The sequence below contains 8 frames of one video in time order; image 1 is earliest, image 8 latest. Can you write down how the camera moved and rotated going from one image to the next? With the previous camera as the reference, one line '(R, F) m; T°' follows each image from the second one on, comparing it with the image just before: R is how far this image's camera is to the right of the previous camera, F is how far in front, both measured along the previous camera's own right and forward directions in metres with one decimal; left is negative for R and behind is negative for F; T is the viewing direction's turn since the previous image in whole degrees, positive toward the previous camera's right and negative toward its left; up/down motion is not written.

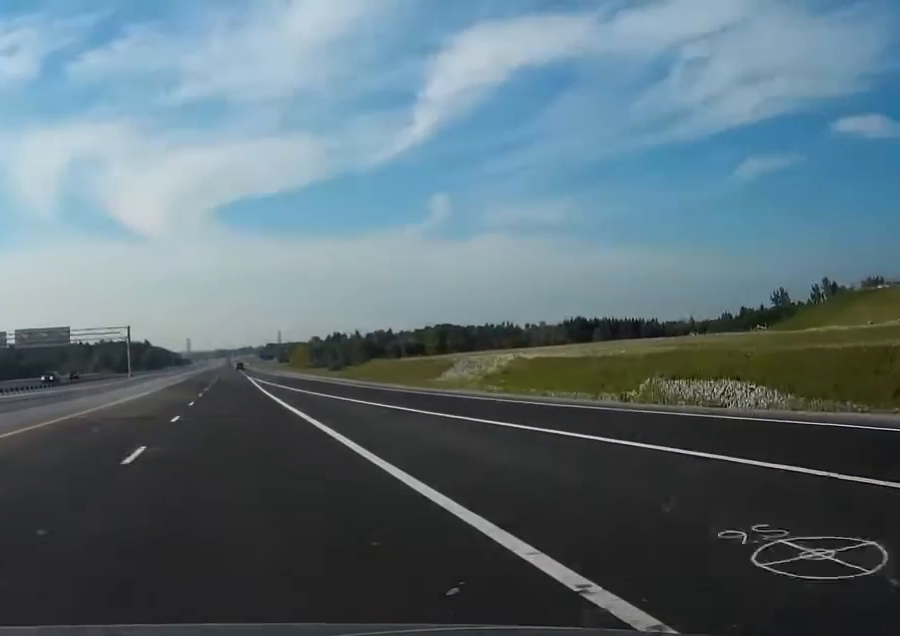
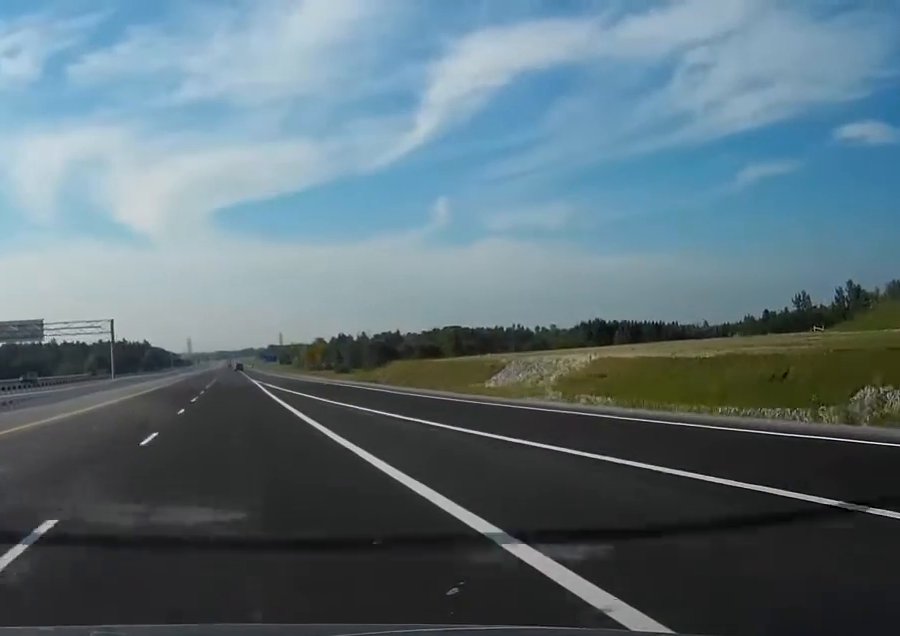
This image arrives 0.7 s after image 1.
(-0.1, +20.6) m; 0°
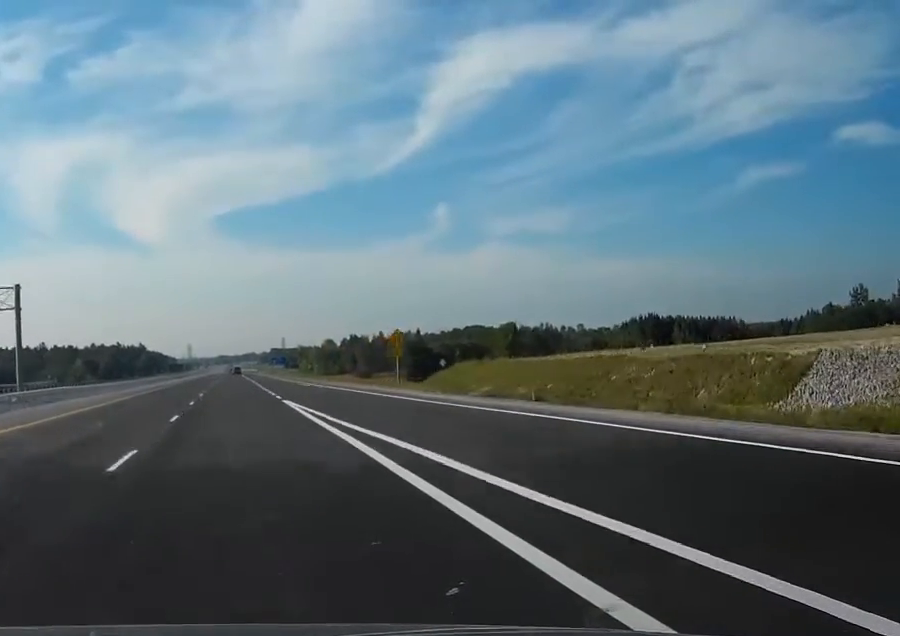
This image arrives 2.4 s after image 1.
(+0.2, +52.5) m; 0°
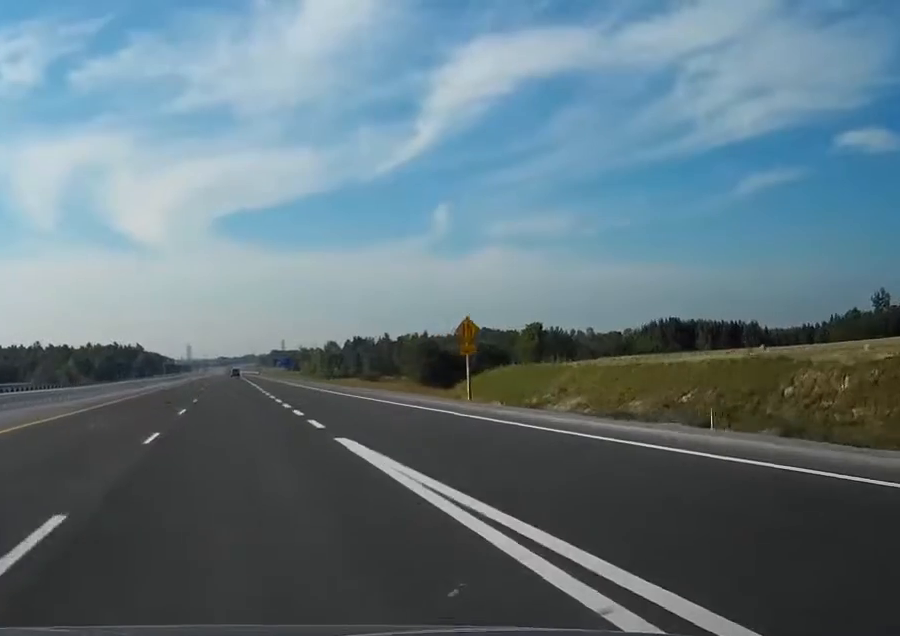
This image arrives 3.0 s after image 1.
(0.0, +18.5) m; 0°
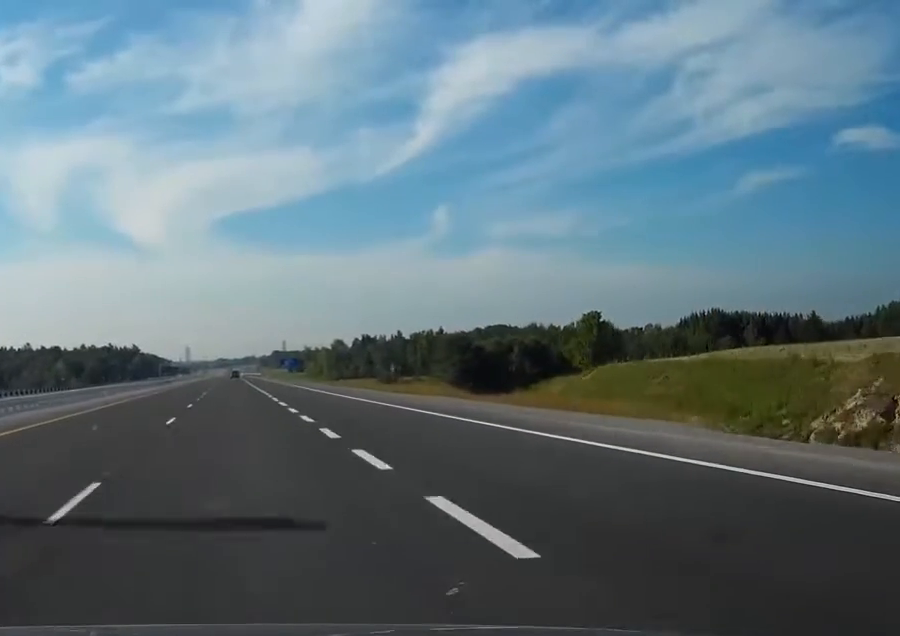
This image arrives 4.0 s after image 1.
(0.0, +33.0) m; 0°
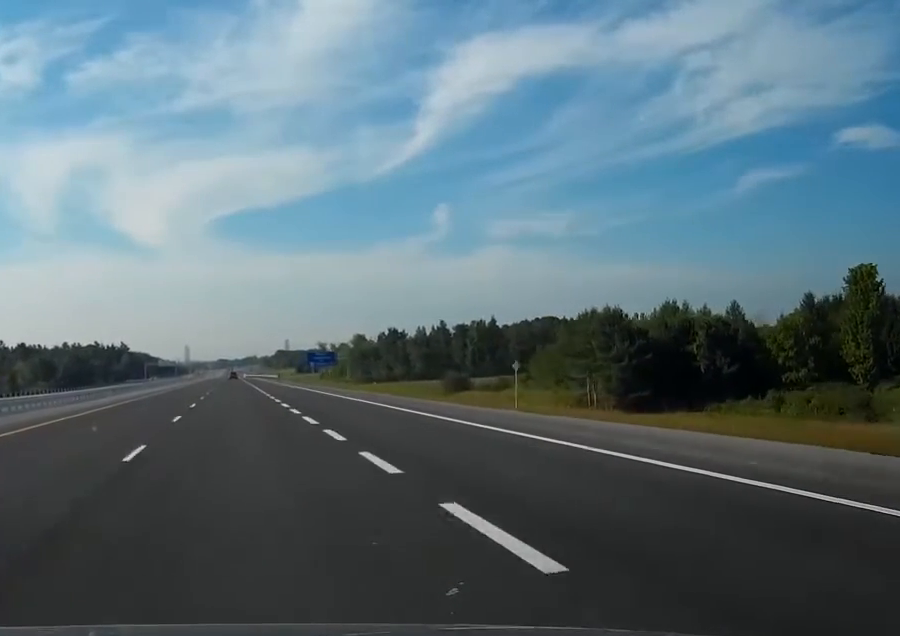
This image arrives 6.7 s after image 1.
(+0.2, +81.8) m; 0°
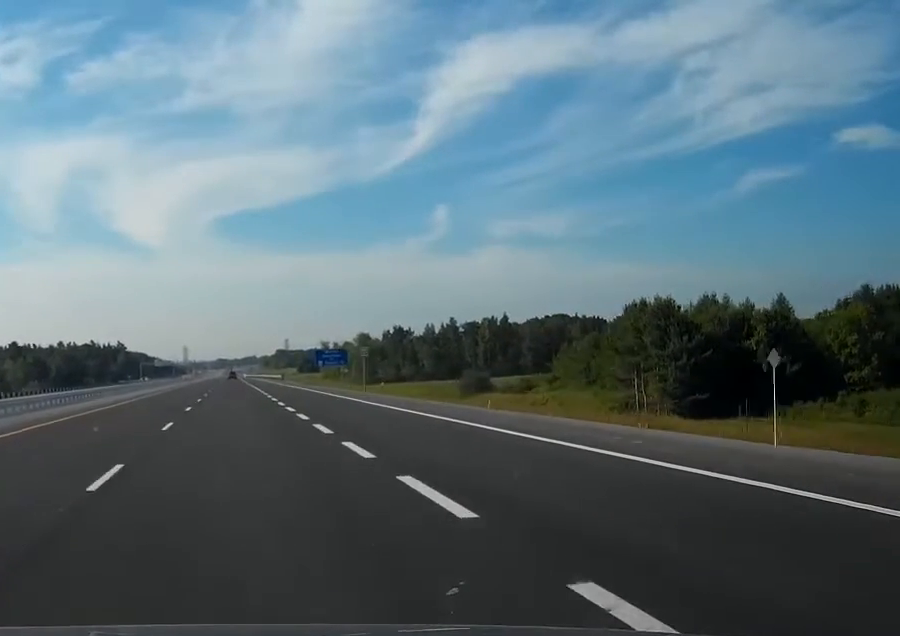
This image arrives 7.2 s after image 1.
(0.0, +15.6) m; 0°
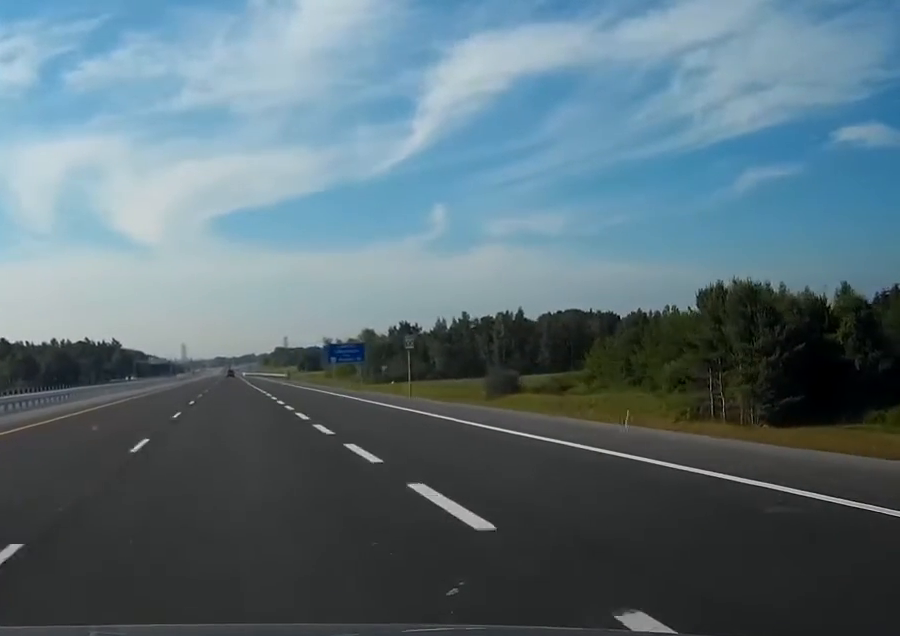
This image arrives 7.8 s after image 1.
(0.0, +18.8) m; 0°
